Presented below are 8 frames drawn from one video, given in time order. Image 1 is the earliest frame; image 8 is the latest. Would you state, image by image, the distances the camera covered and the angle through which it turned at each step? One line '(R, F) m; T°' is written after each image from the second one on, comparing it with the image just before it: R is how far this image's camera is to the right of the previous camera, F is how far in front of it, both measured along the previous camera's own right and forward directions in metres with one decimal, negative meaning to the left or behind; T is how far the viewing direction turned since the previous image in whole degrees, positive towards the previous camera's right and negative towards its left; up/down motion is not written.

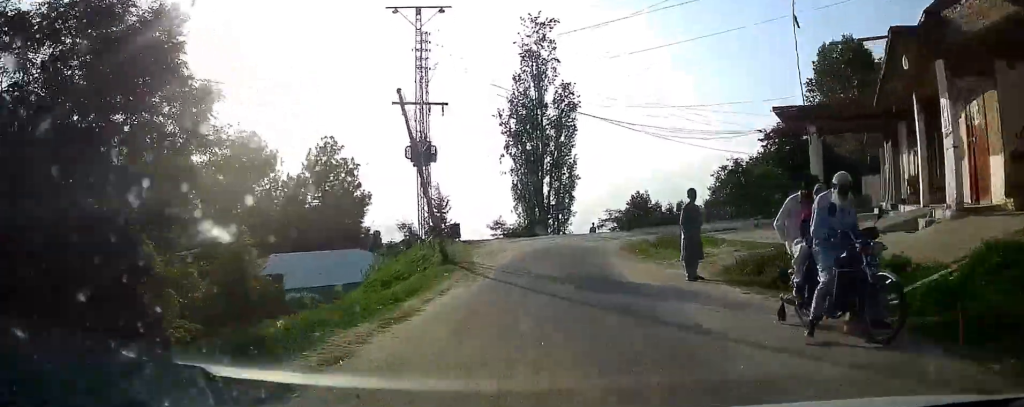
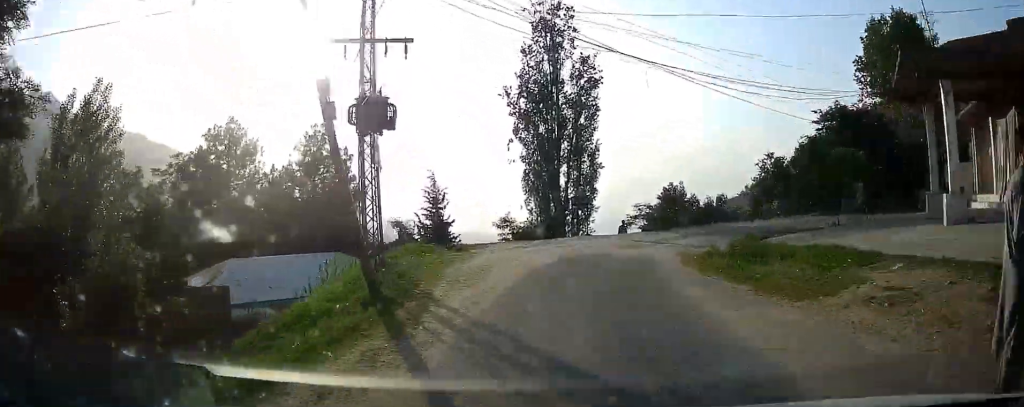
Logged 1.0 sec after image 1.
(-0.1, +8.1) m; -2°
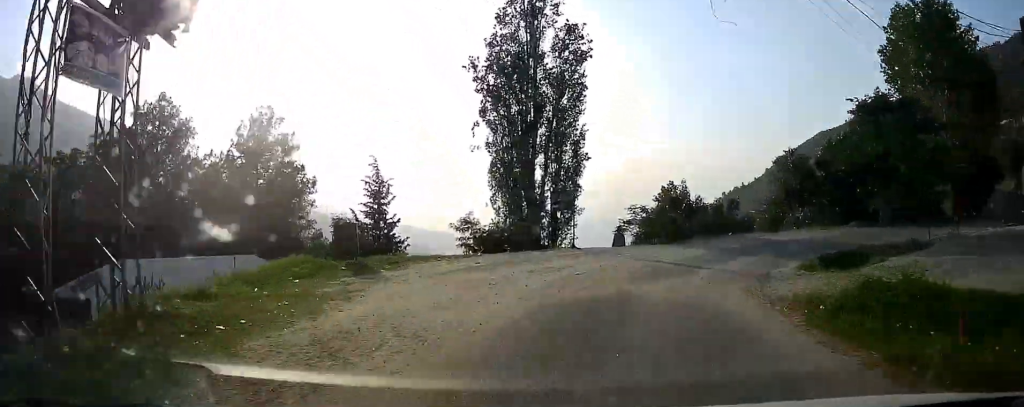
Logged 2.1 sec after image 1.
(-0.3, +8.5) m; +2°
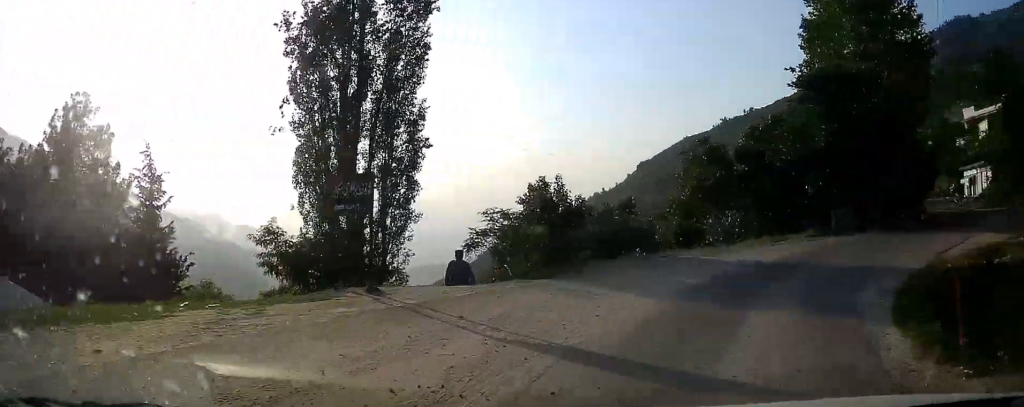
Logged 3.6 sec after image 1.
(0.0, +10.7) m; +9°
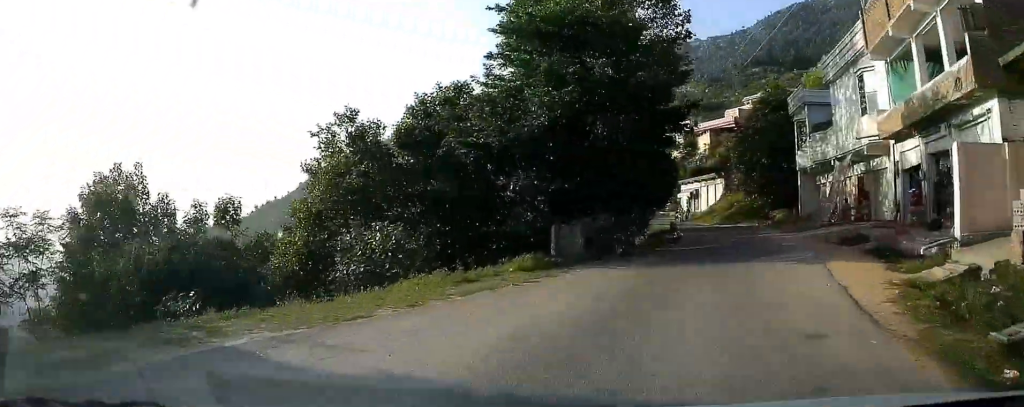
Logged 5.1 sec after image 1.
(-0.3, +10.2) m; +20°
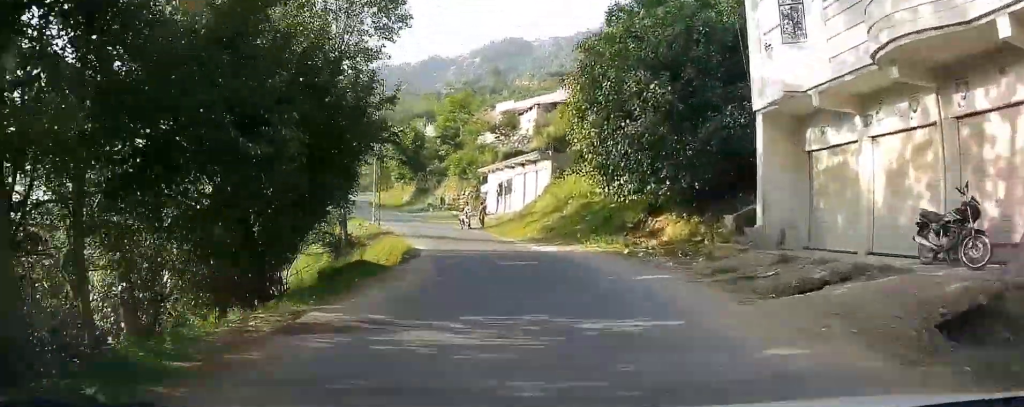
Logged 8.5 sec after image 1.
(+12.1, +21.2) m; +33°
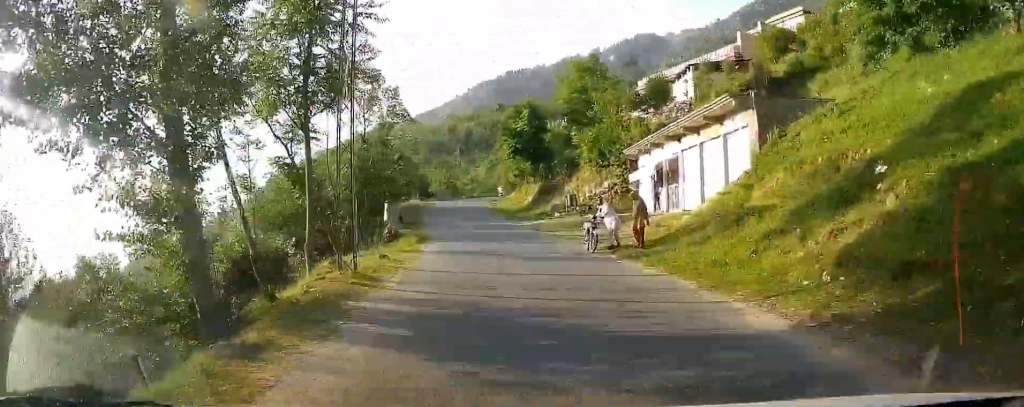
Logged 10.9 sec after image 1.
(-0.8, +19.7) m; -11°
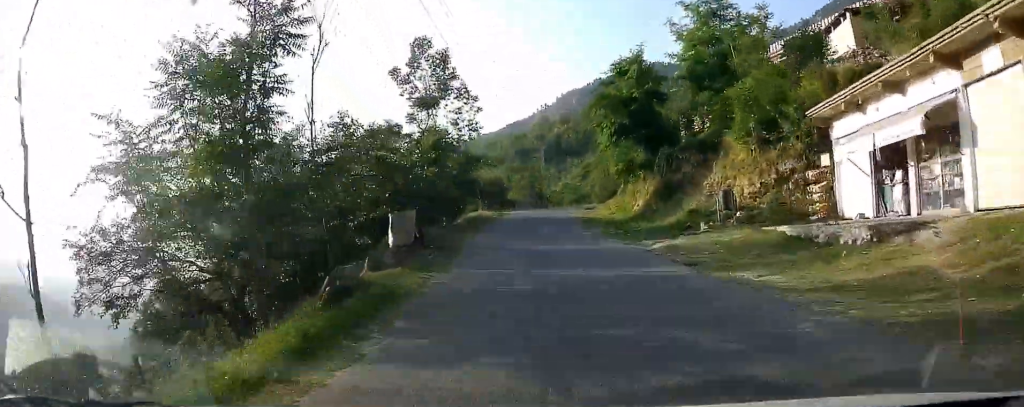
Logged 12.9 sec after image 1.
(-1.9, +17.0) m; -9°
